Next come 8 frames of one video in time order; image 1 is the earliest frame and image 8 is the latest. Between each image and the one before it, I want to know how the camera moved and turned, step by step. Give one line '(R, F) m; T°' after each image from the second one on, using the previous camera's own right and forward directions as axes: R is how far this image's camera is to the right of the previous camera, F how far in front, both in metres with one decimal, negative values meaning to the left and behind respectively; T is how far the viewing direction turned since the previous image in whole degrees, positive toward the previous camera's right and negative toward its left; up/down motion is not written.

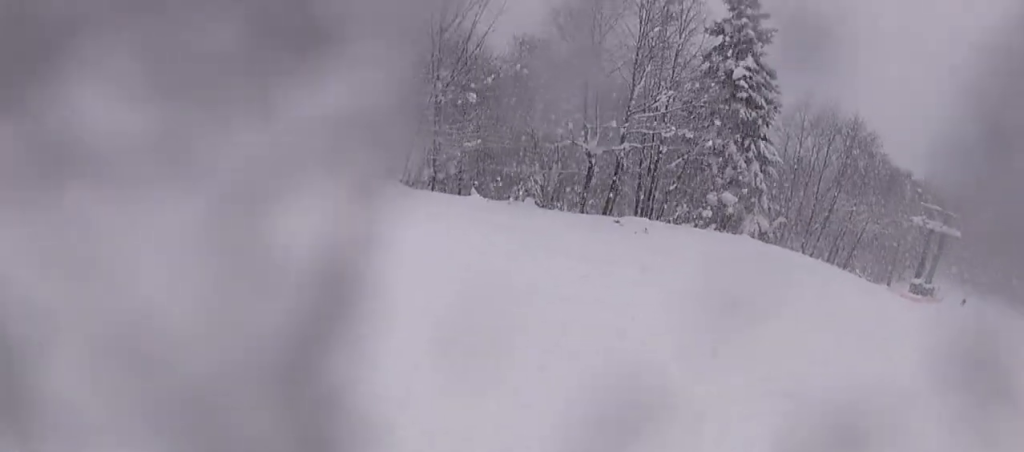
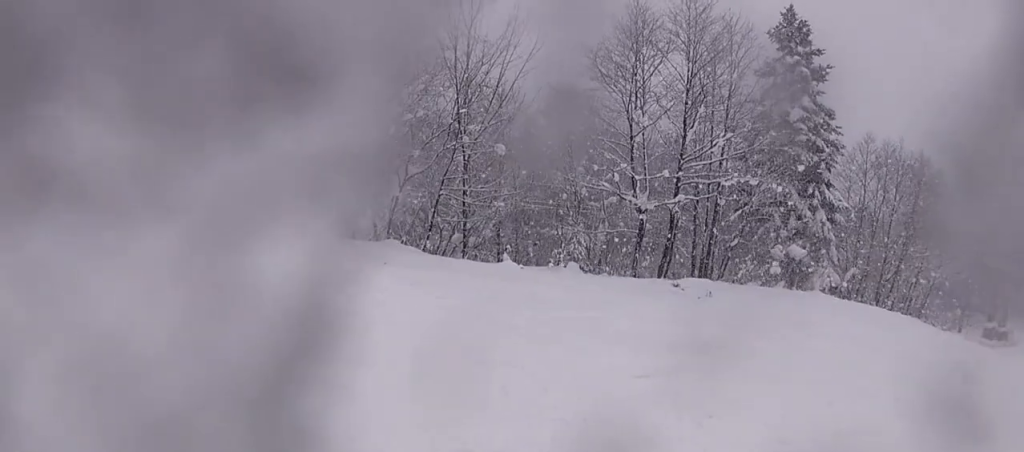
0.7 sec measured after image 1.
(-0.8, +2.9) m; -6°
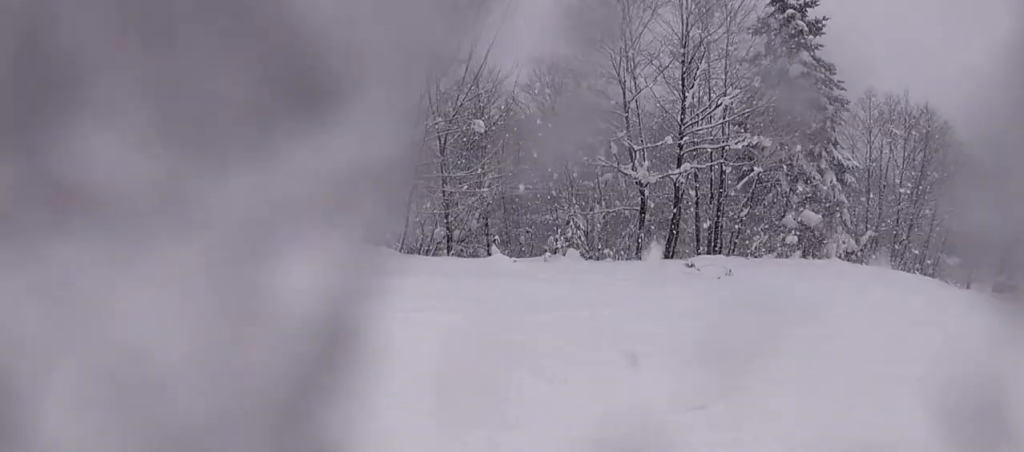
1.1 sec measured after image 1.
(-0.6, +2.2) m; +1°
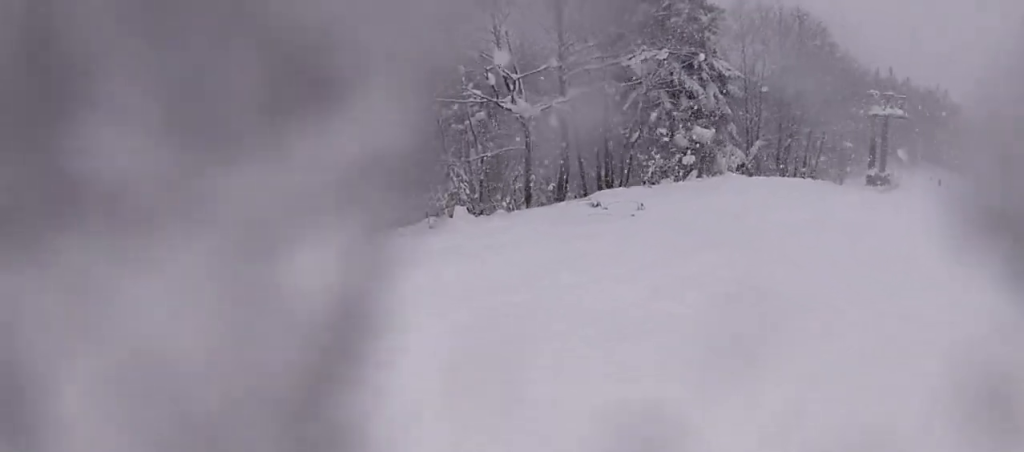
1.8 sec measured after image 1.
(+0.8, +2.8) m; +30°
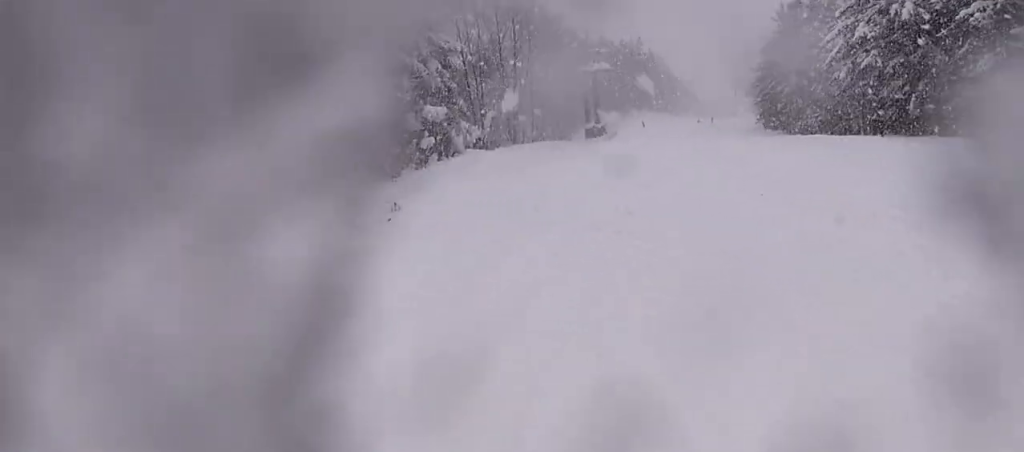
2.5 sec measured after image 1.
(+0.8, +2.7) m; +27°
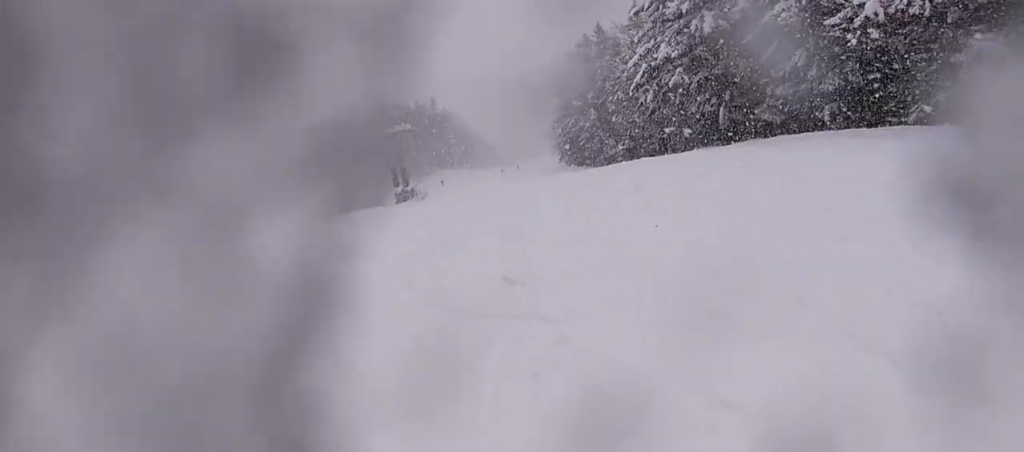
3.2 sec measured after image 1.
(+1.0, +3.0) m; +20°
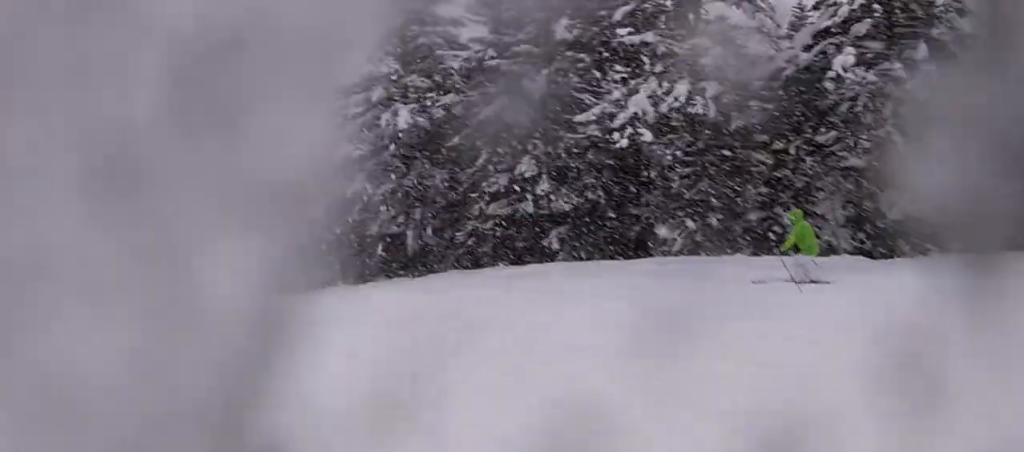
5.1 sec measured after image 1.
(+2.3, +8.0) m; +17°
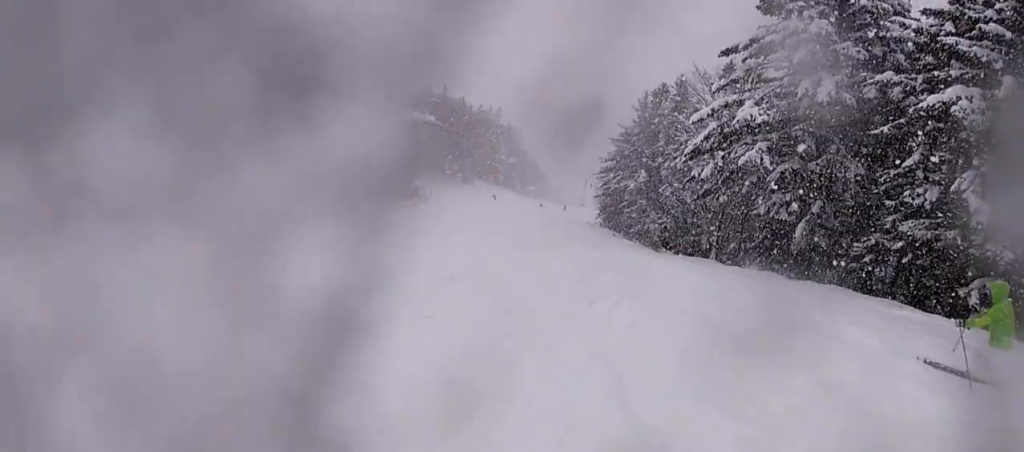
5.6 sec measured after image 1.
(-0.5, +2.5) m; -21°
